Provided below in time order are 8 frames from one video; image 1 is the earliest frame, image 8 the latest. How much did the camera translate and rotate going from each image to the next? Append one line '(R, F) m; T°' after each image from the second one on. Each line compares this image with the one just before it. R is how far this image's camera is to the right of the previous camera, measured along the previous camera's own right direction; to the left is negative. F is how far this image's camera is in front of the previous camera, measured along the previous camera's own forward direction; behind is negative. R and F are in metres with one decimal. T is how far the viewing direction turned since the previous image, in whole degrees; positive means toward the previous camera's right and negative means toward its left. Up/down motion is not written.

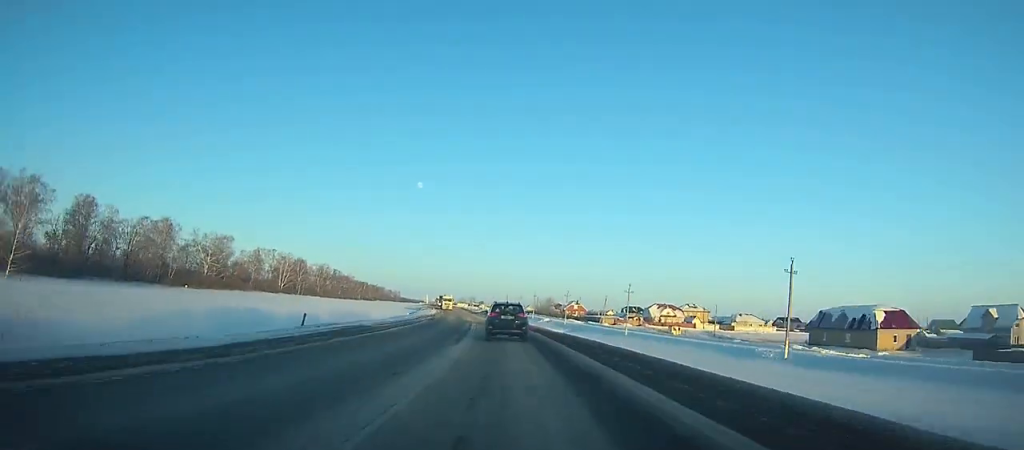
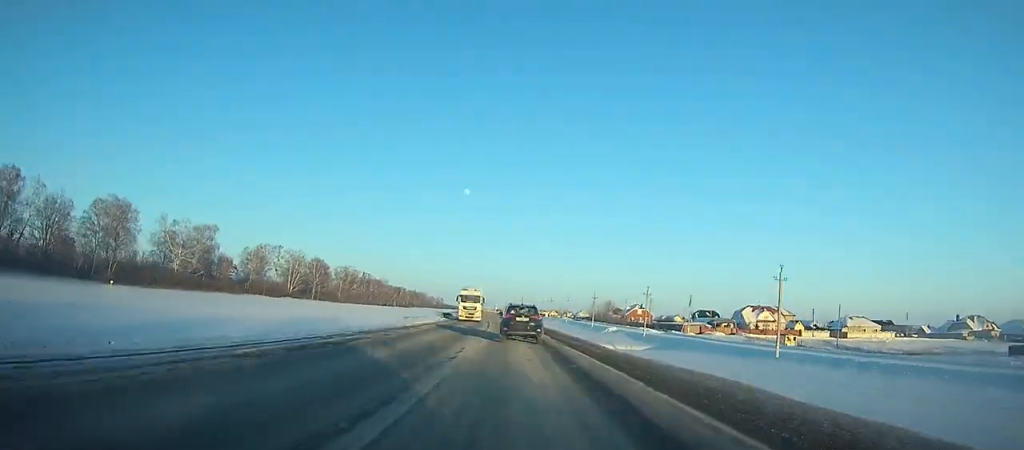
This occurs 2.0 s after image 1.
(-1.1, +43.6) m; -3°
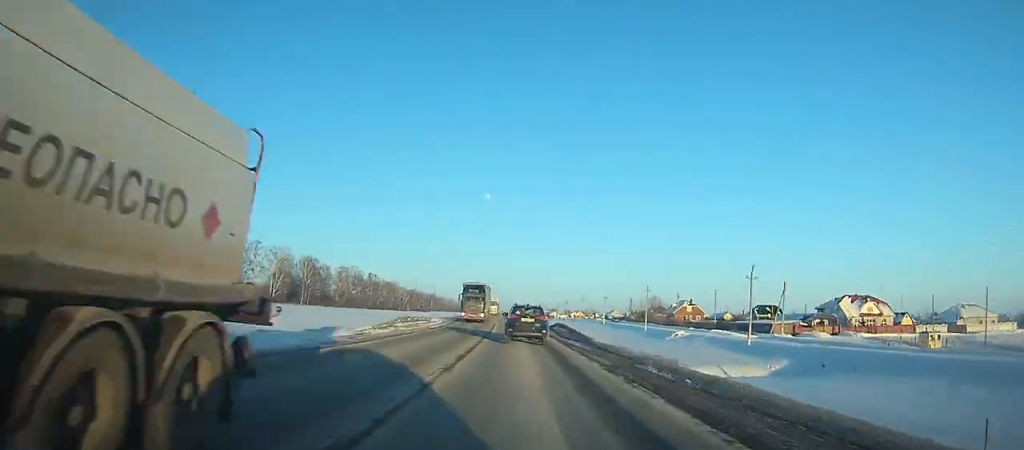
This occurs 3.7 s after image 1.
(-1.4, +36.8) m; -2°
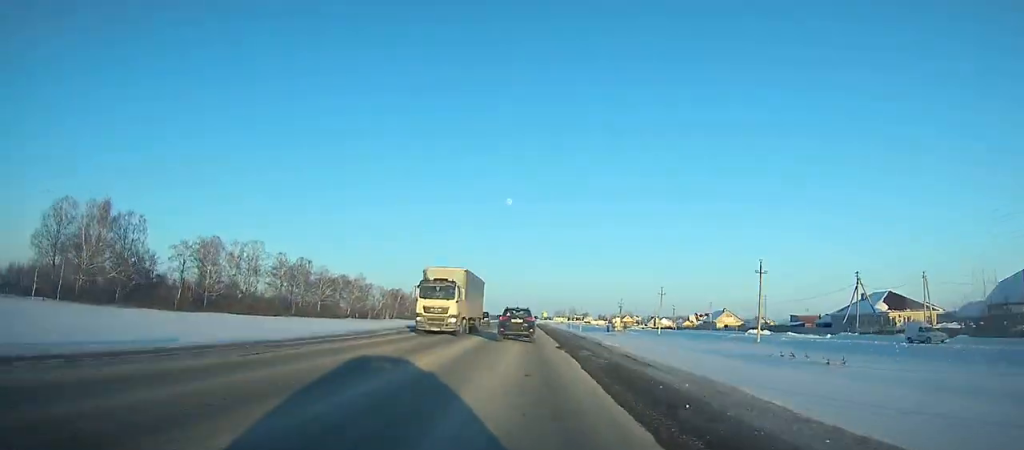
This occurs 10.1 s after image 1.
(-4.9, +137.1) m; -3°
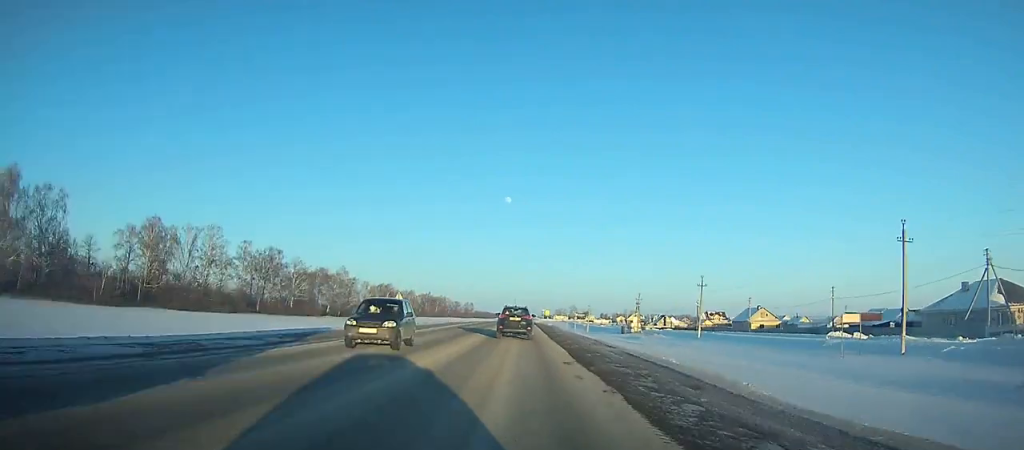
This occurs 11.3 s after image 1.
(-0.1, +25.6) m; 0°
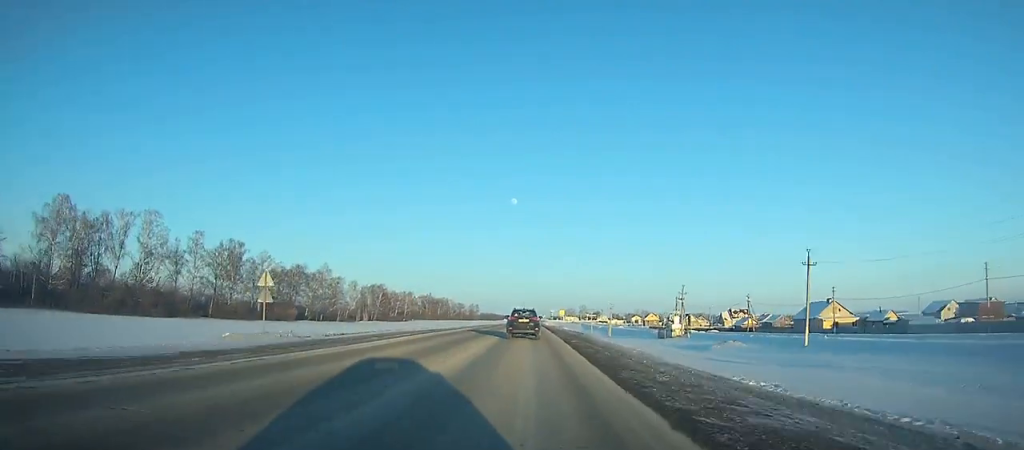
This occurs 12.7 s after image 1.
(-0.1, +29.9) m; 0°
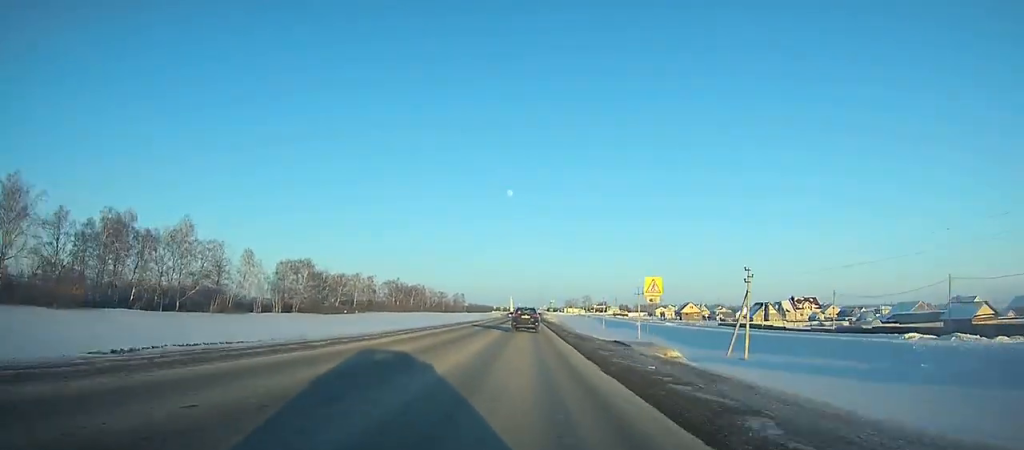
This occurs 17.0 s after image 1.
(+0.1, +92.4) m; 0°
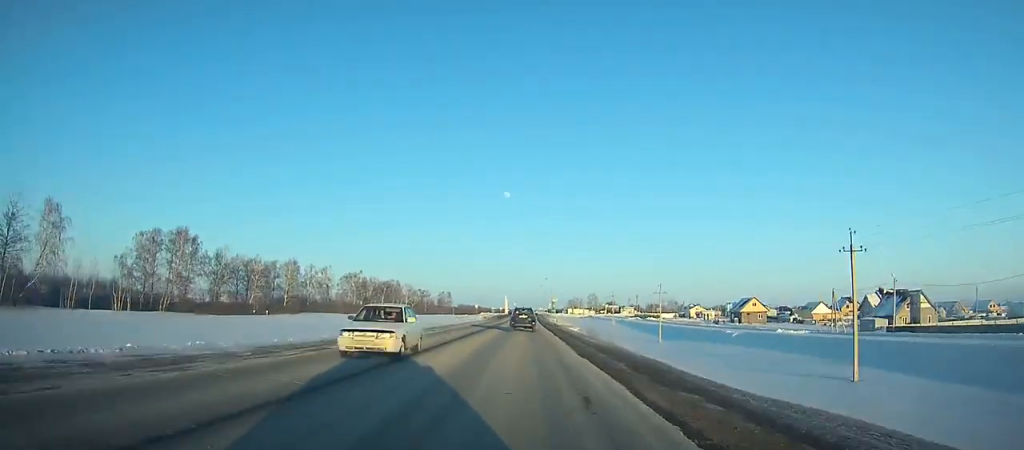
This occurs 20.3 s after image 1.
(+0.1, +71.9) m; 0°
